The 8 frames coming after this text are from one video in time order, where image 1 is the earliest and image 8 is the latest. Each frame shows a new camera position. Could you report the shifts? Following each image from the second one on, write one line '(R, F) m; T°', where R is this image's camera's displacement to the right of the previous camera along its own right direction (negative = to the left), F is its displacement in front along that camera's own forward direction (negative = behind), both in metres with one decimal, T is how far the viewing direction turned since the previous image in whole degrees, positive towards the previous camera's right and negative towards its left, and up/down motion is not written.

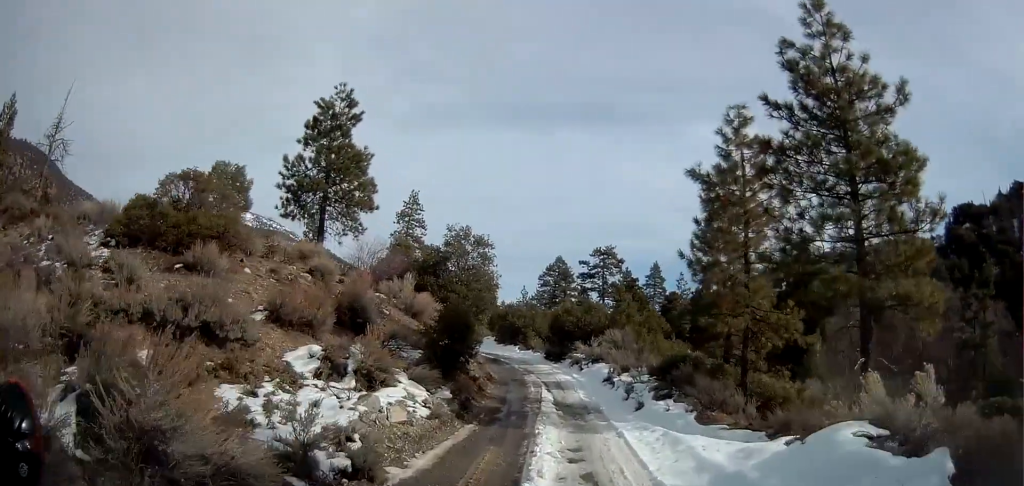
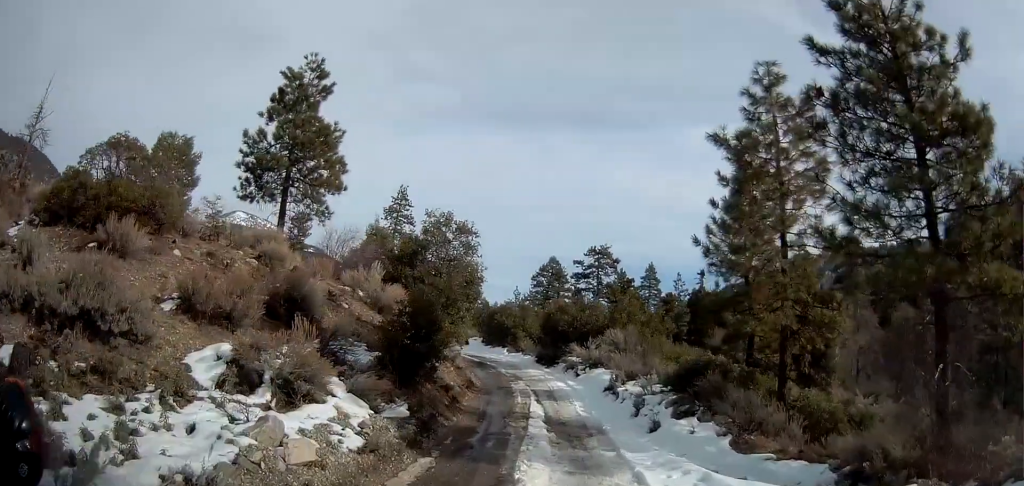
(0.0, +3.7) m; +2°
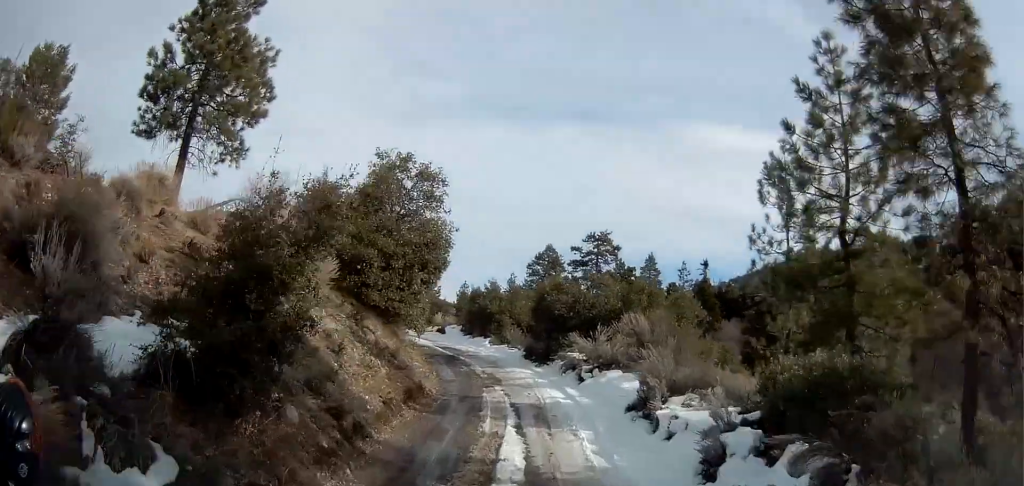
(+0.5, +7.4) m; +3°
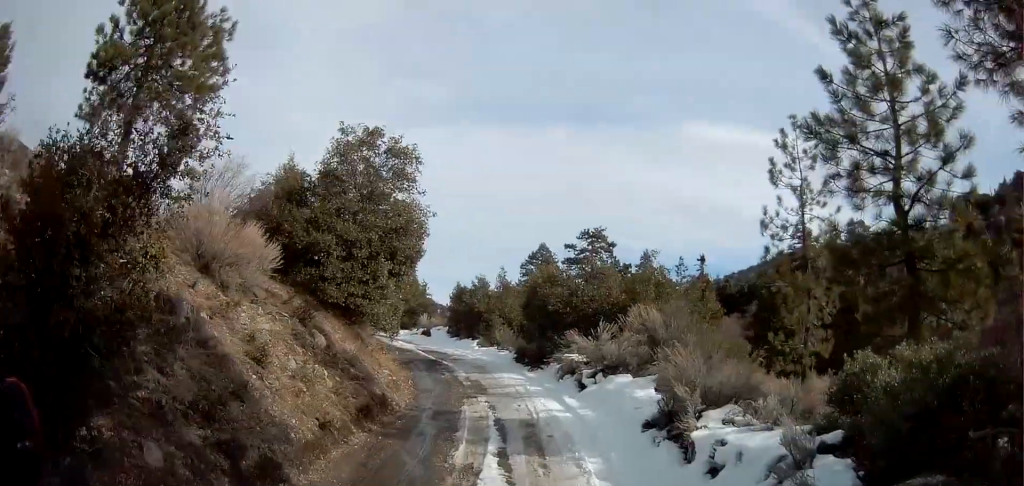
(-0.1, +2.8) m; -2°
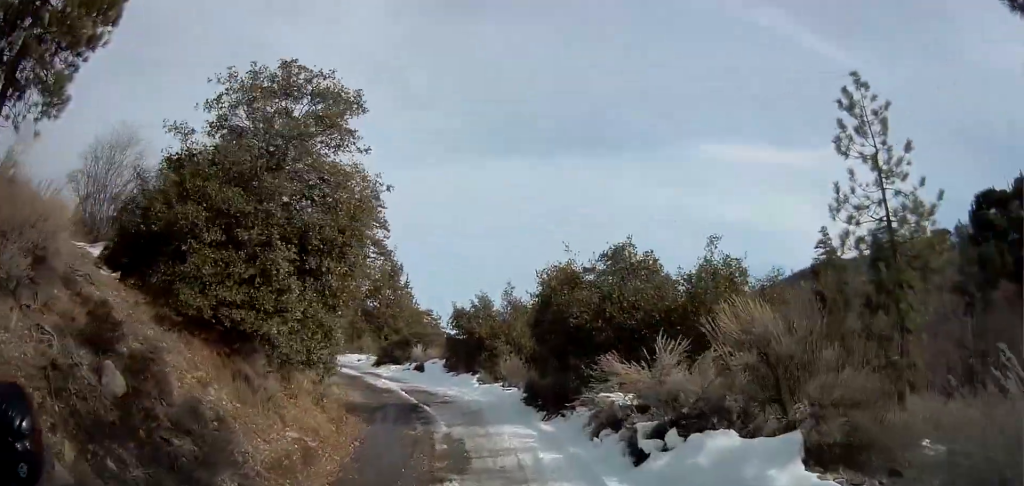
(-0.3, +6.4) m; -5°
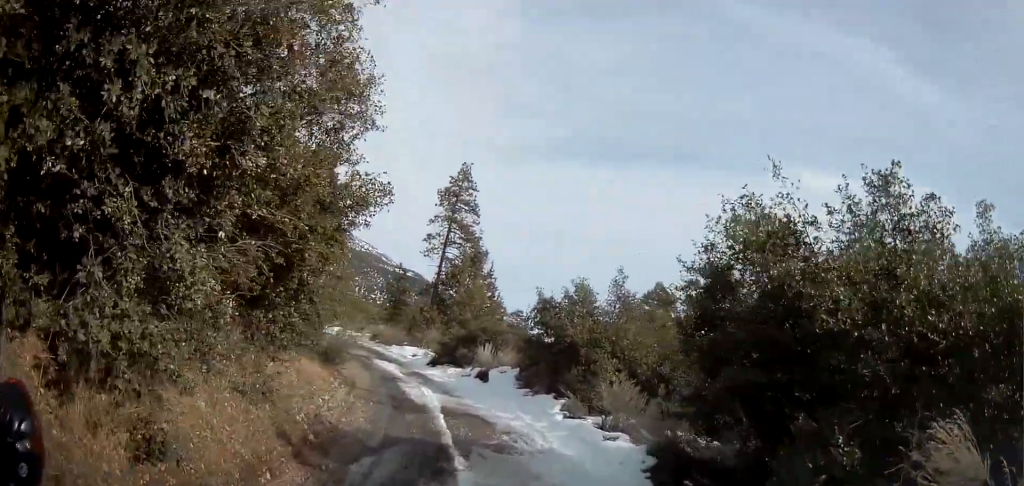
(-0.4, +7.4) m; -8°
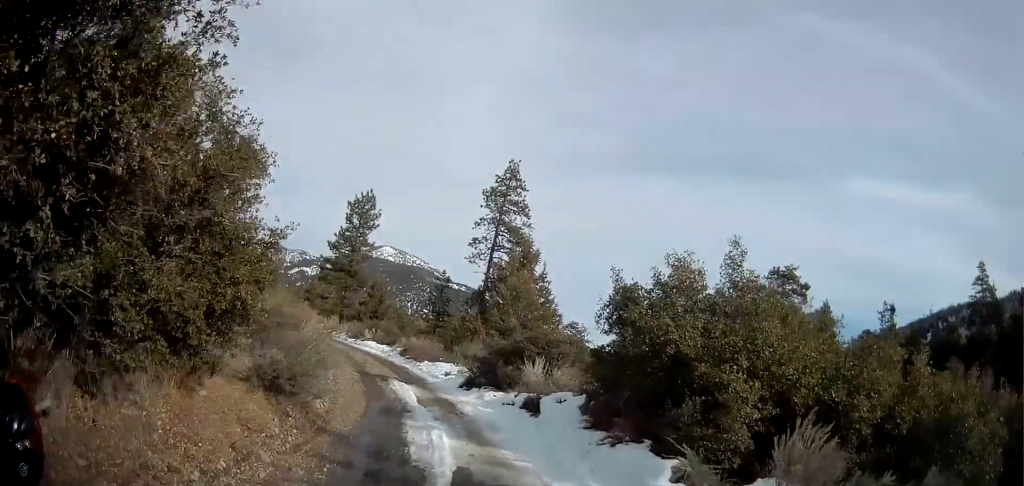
(-0.4, +5.9) m; -6°
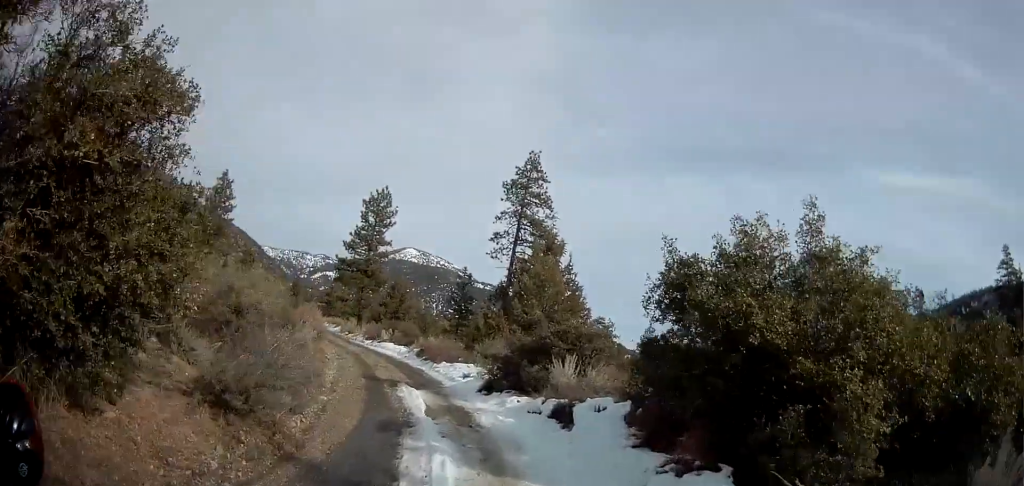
(-0.1, +2.4) m; -2°
